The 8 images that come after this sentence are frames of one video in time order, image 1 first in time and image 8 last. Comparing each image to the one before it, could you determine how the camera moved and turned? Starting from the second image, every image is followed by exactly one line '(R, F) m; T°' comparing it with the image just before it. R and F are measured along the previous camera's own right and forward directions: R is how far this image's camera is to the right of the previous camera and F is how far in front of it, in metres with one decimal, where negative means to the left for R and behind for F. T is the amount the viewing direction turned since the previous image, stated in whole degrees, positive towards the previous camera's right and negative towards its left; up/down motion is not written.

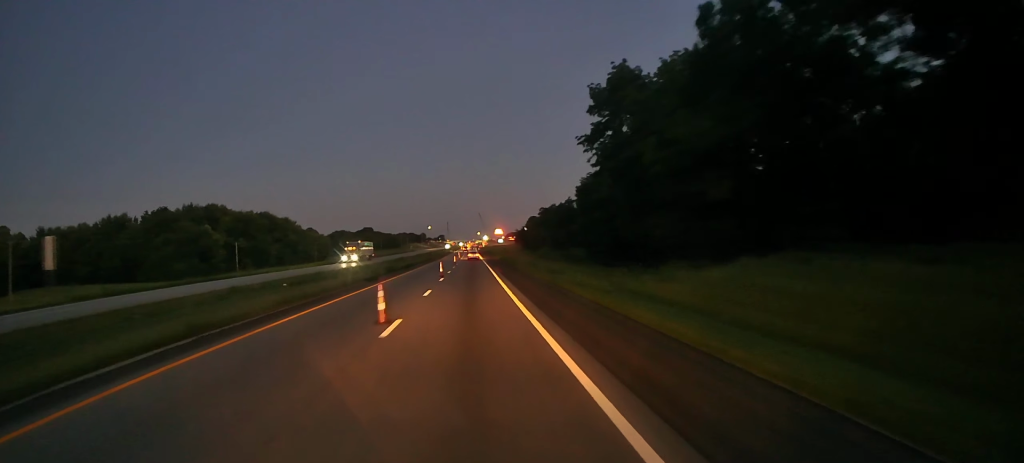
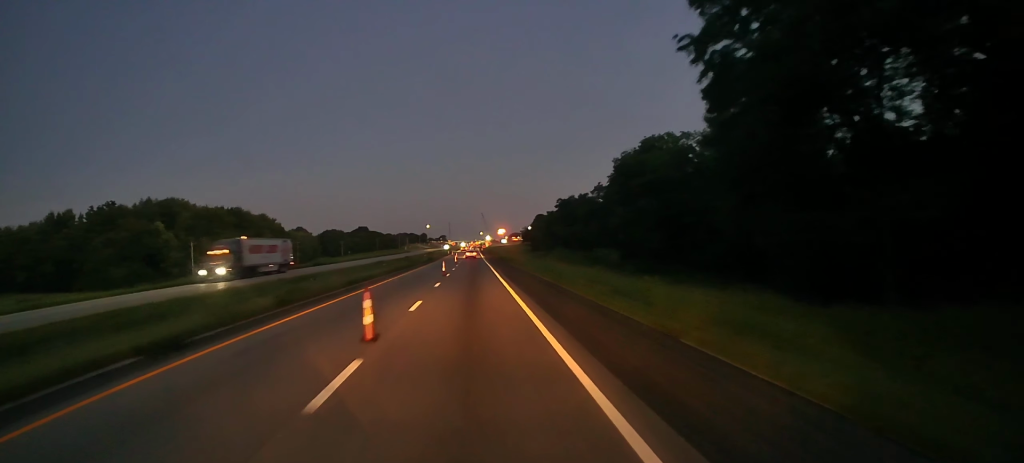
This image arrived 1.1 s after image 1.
(0.0, +30.2) m; 0°
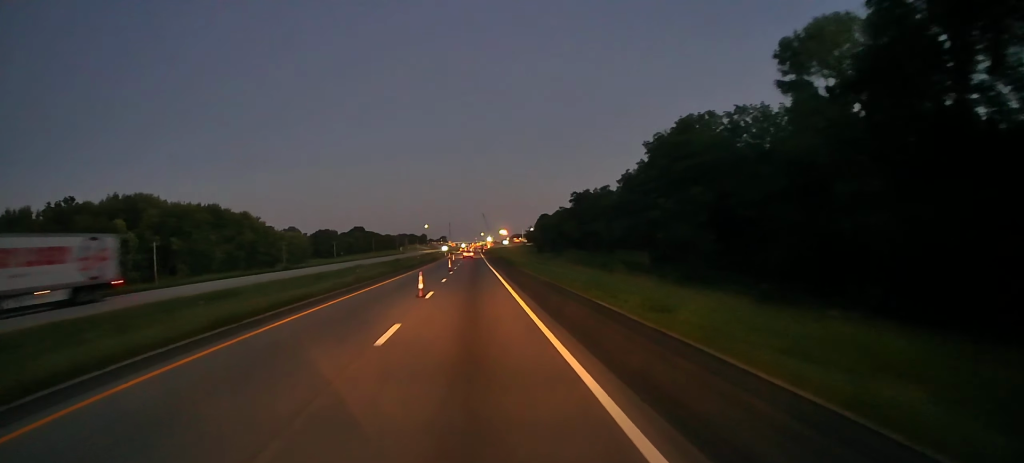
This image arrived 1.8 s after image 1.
(+0.1, +18.6) m; -1°
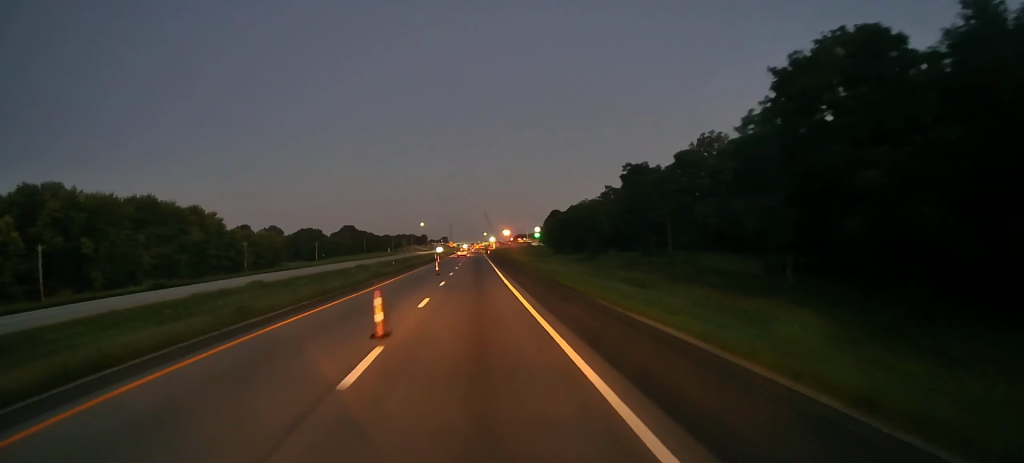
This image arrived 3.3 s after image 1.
(+0.3, +39.2) m; +1°
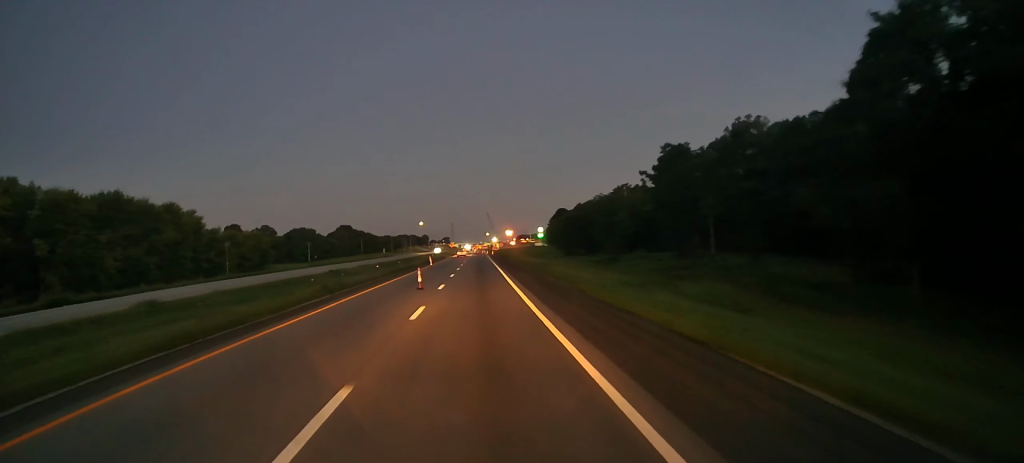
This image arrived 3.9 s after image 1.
(+0.3, +15.4) m; 0°
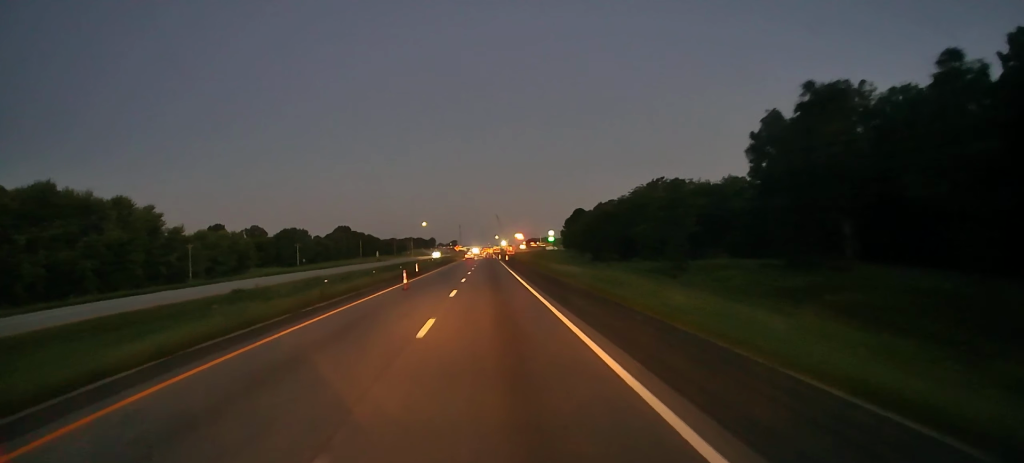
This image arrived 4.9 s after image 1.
(-0.4, +27.4) m; -1°
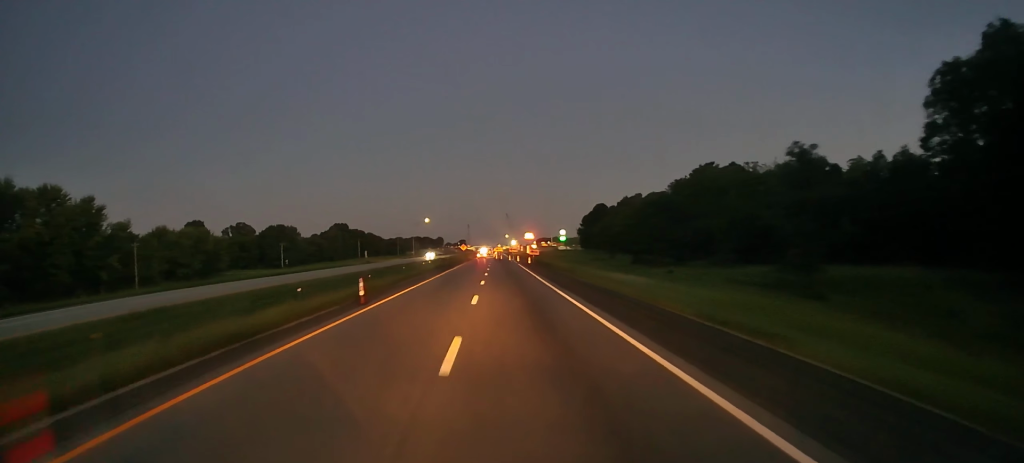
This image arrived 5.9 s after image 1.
(0.0, +28.4) m; 0°
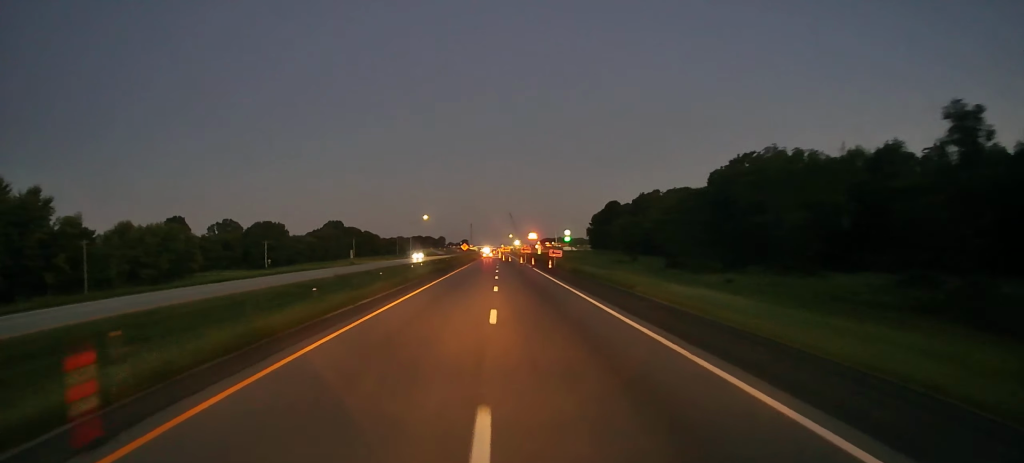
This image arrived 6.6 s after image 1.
(0.0, +18.2) m; -1°
